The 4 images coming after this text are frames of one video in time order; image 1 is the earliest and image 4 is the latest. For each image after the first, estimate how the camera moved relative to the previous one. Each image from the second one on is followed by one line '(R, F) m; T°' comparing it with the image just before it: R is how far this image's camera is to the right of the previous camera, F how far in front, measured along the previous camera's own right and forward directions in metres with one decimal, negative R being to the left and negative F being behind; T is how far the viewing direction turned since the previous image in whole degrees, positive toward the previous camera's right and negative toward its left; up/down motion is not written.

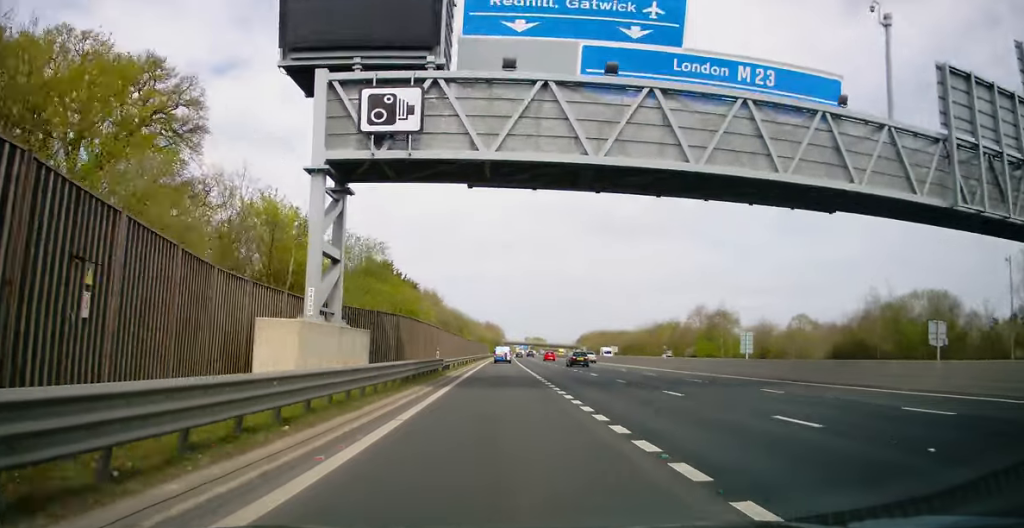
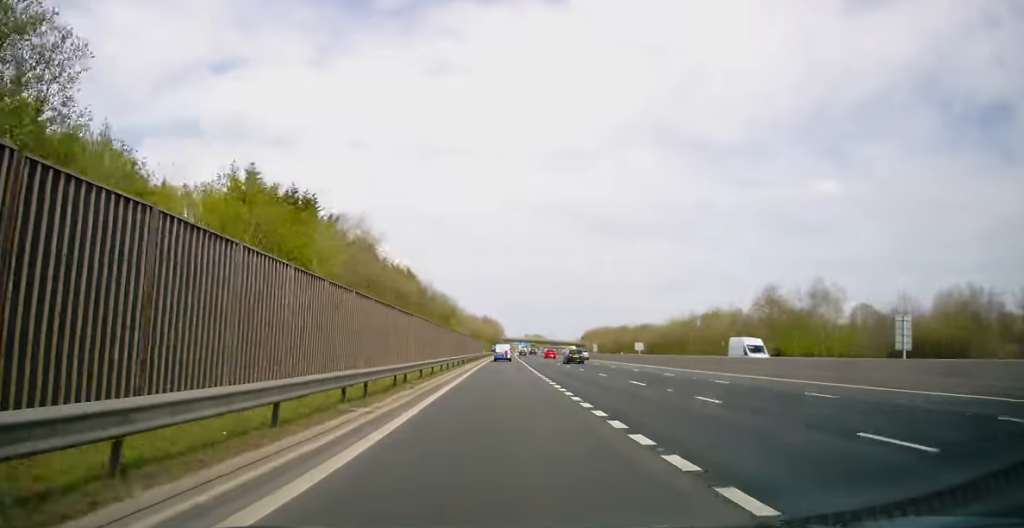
(+0.4, +38.5) m; 0°
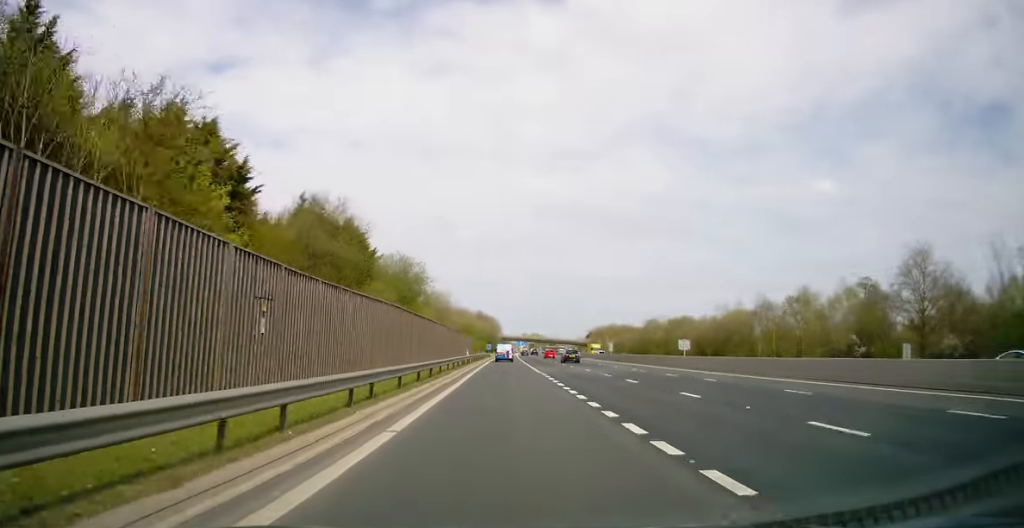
(-0.4, +42.3) m; 0°
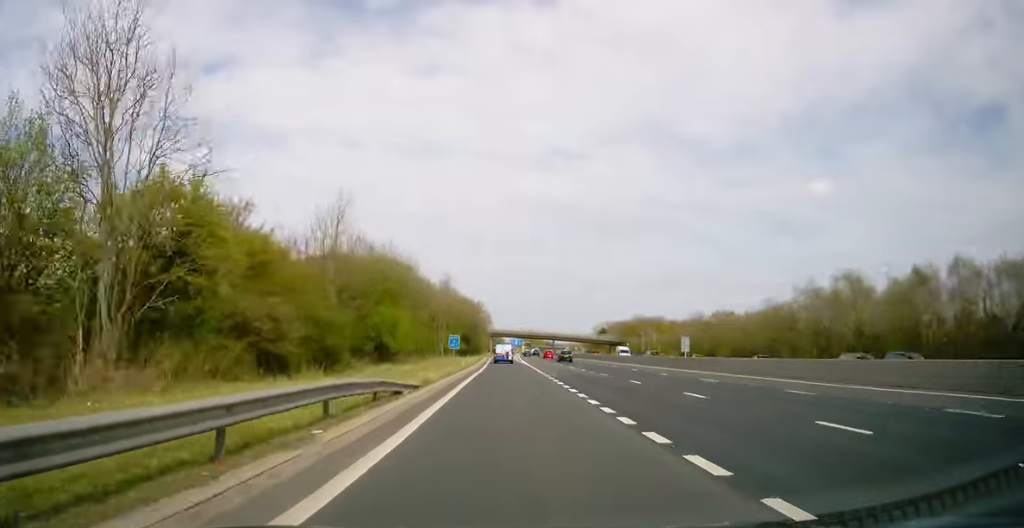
(+1.0, +96.2) m; +1°
